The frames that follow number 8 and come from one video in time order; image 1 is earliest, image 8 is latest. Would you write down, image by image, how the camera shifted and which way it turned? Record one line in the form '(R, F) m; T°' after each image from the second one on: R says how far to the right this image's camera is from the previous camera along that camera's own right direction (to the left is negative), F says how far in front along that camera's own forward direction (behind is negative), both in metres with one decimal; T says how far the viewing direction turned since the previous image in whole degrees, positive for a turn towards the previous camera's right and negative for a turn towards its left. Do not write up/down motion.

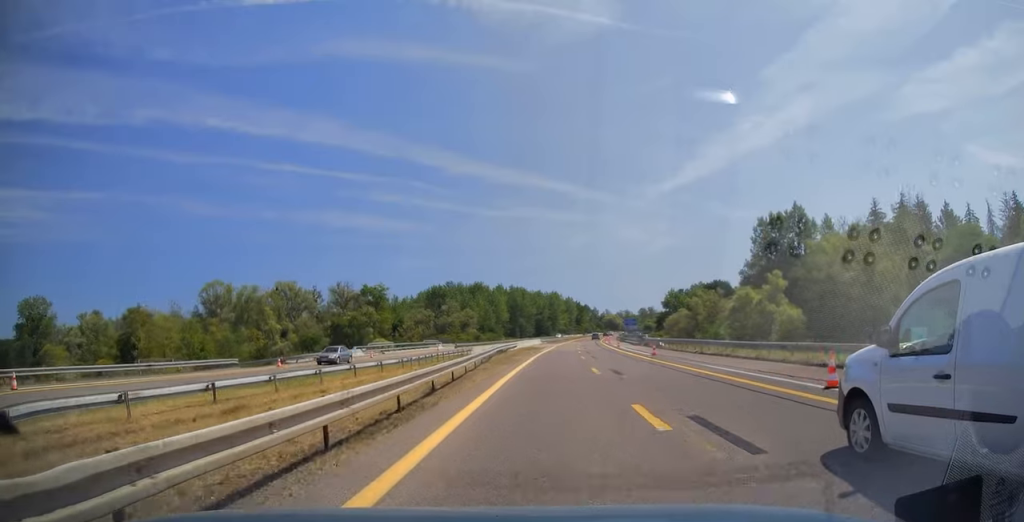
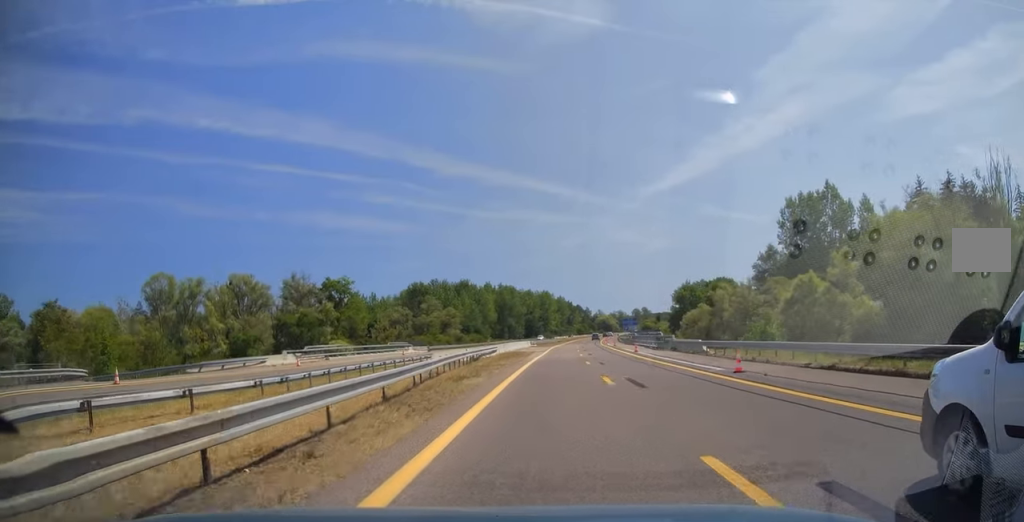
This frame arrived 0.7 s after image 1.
(0.0, +17.7) m; 0°
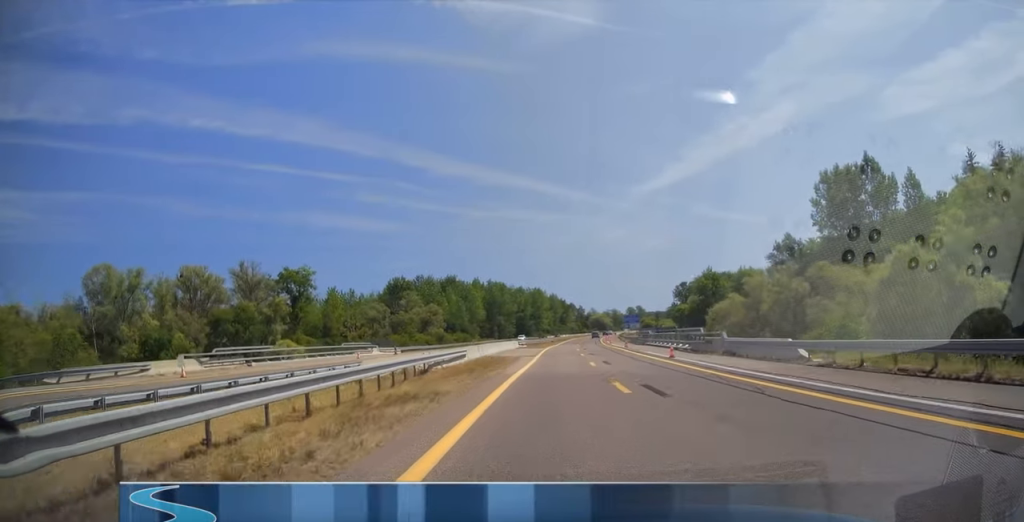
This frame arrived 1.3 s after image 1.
(0.0, +15.6) m; 0°
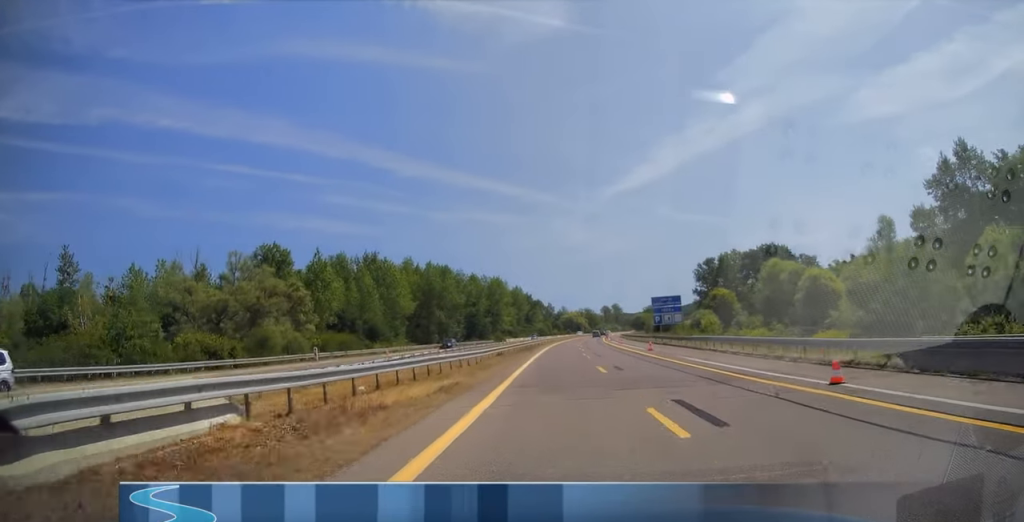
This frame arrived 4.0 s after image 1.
(0.0, +71.0) m; 0°
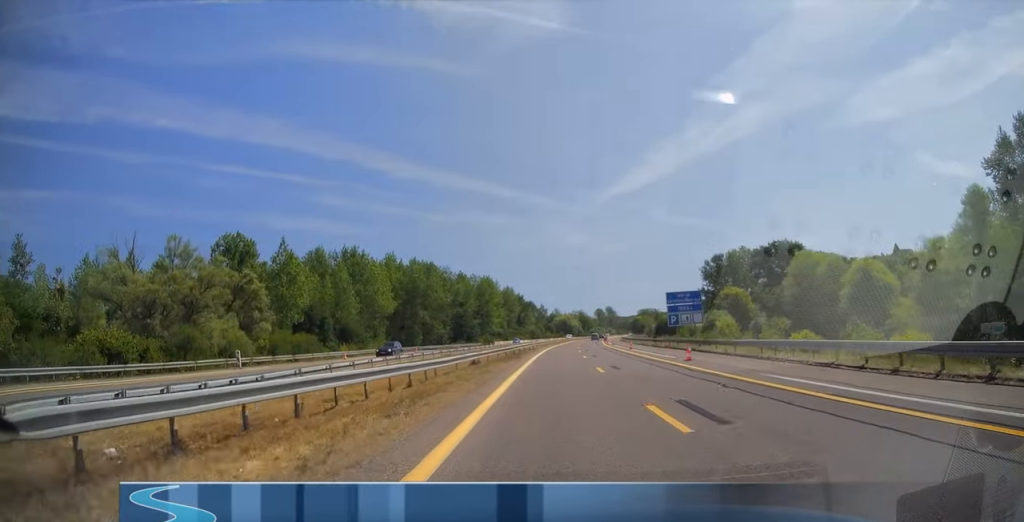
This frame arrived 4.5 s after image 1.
(0.0, +12.5) m; +1°
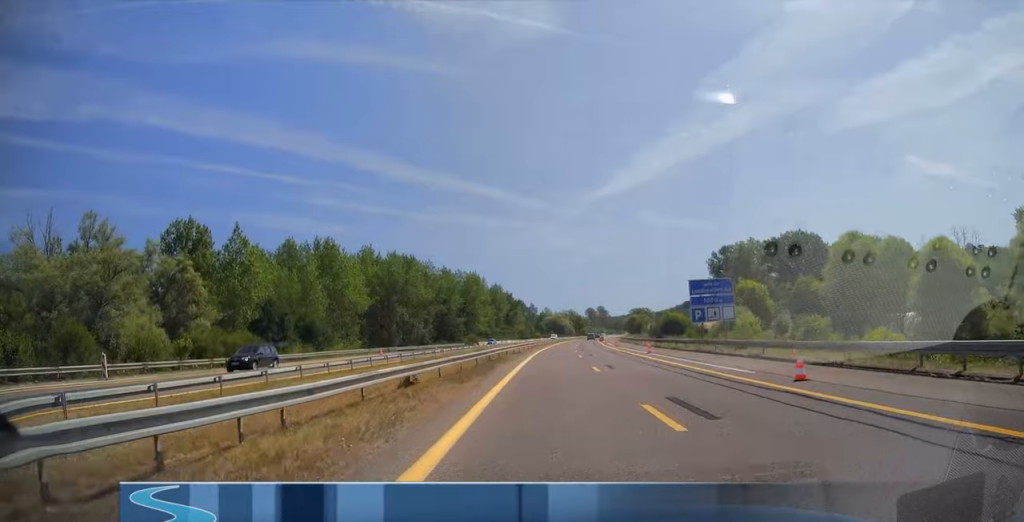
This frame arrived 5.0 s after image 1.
(-0.1, +13.0) m; +1°
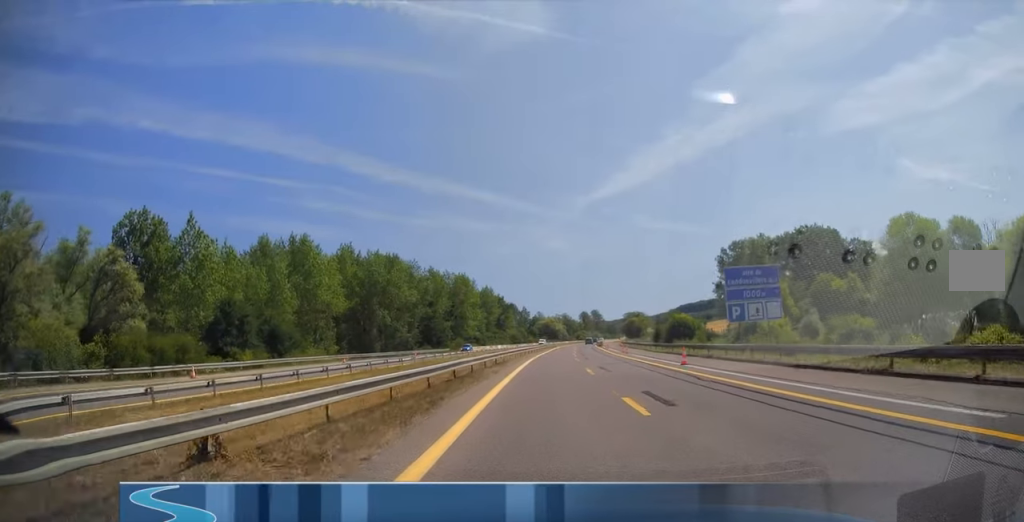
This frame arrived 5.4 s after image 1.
(0.0, +10.8) m; +1°
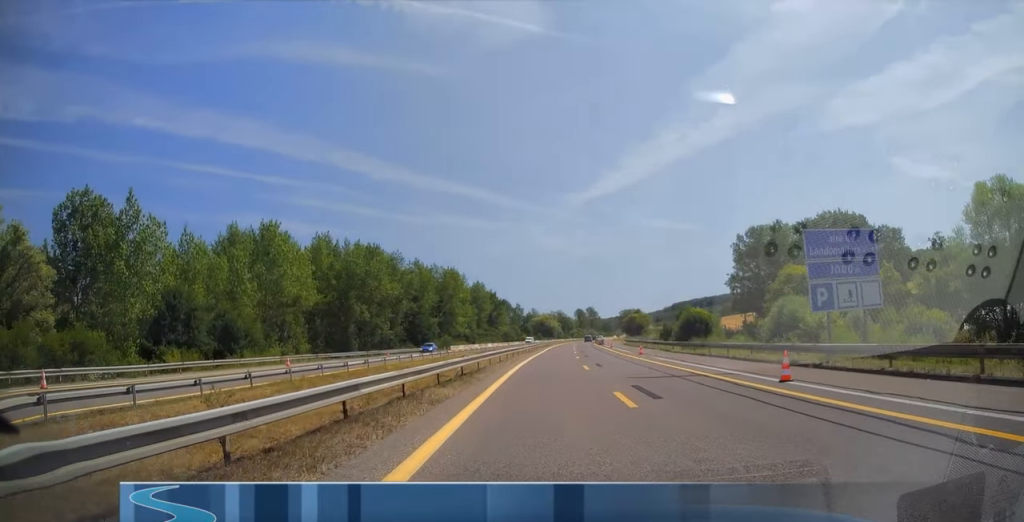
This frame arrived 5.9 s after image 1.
(+0.5, +12.1) m; +1°
